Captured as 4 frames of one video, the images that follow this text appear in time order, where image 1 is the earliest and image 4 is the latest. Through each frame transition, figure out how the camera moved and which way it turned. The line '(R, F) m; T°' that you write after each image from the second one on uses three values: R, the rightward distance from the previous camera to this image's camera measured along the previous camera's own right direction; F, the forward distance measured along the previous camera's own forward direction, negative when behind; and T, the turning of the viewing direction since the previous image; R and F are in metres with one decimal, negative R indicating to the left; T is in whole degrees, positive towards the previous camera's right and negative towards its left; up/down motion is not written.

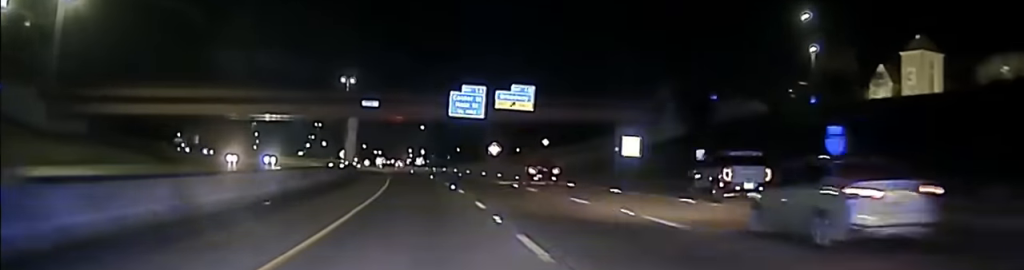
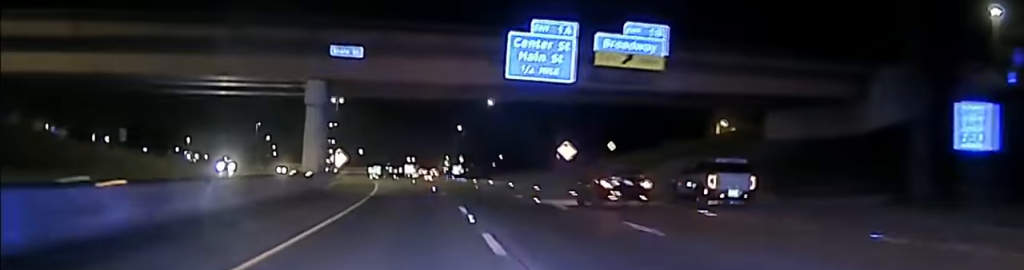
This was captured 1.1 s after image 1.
(-0.9, +48.7) m; -3°
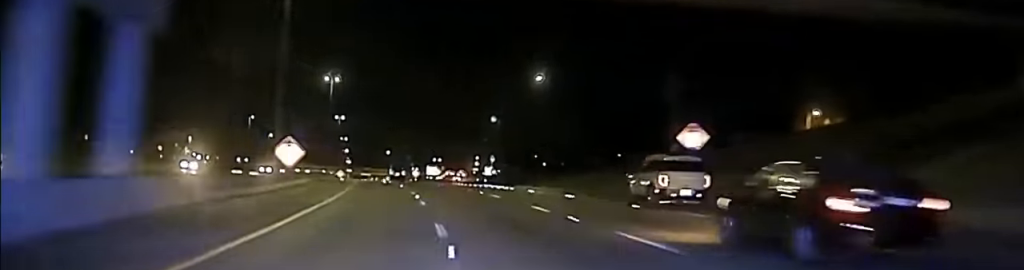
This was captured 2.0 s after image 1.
(-0.8, +38.2) m; -2°
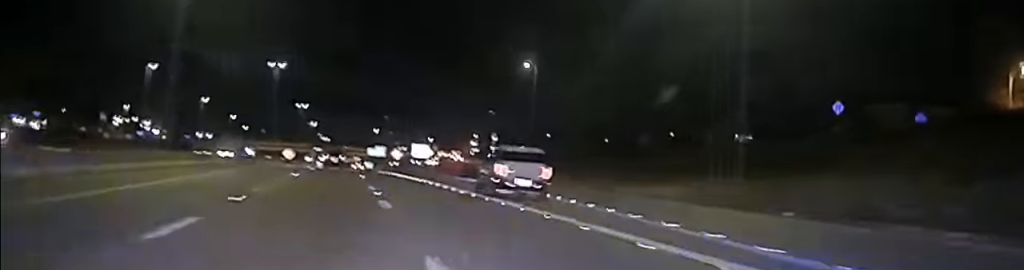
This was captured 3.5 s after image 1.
(0.0, +64.8) m; -2°
